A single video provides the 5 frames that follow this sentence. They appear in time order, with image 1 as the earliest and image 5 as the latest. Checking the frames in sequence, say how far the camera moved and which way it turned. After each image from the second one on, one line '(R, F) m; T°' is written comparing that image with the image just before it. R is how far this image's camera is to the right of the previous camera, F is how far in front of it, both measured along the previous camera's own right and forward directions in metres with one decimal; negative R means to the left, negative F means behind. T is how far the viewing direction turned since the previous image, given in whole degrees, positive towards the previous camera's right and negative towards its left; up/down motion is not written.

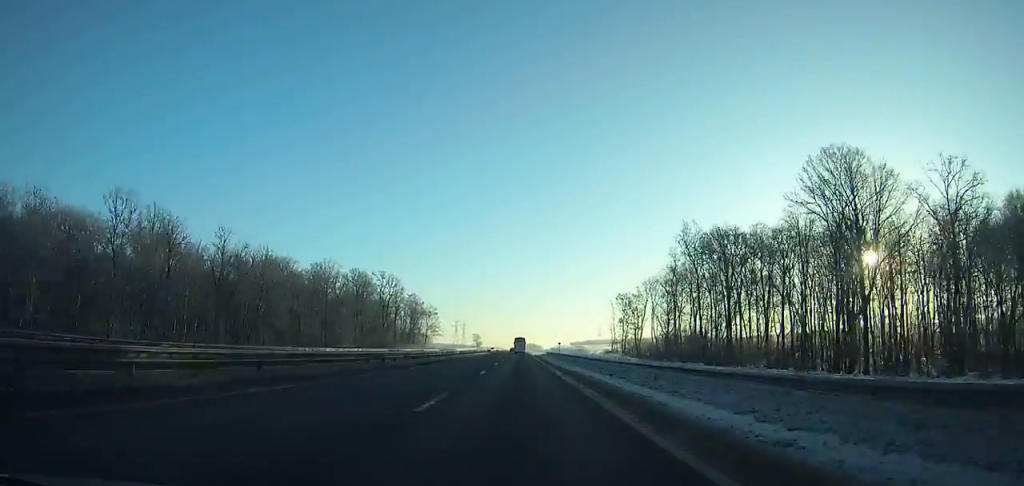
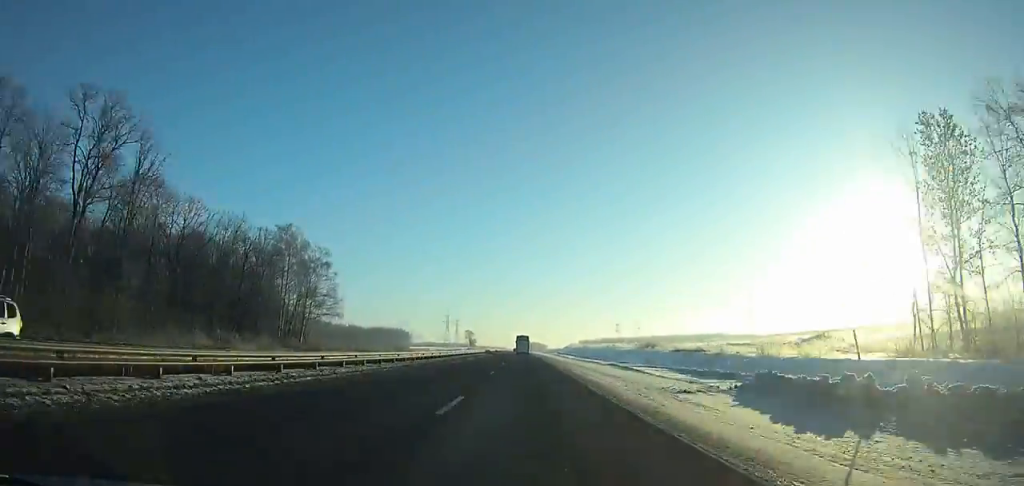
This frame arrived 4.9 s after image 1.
(-0.8, +126.5) m; 0°
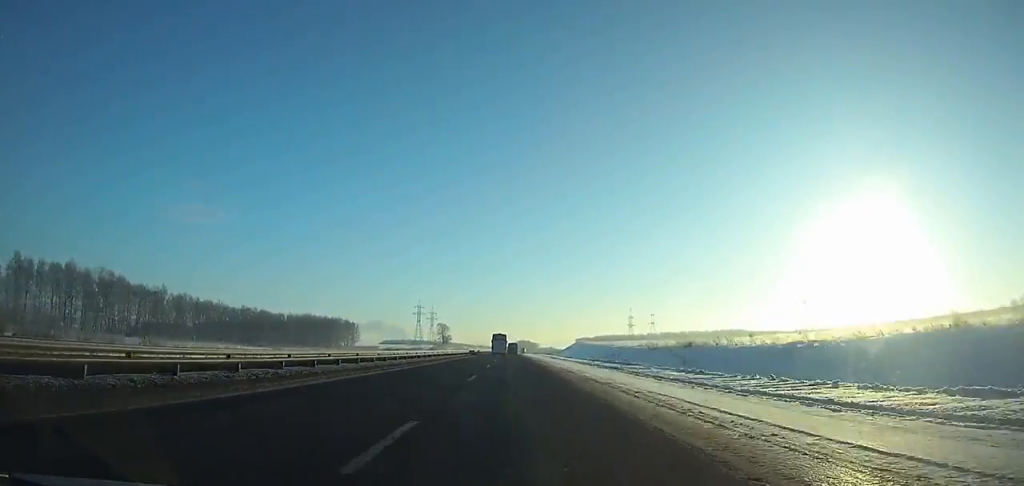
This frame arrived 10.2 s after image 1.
(+1.1, +132.8) m; +1°
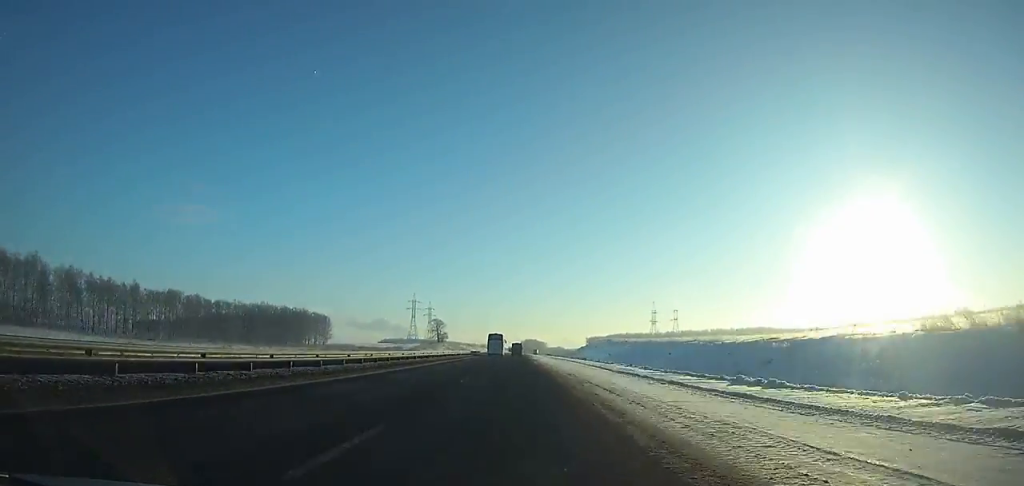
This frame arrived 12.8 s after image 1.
(0.0, +64.1) m; 0°
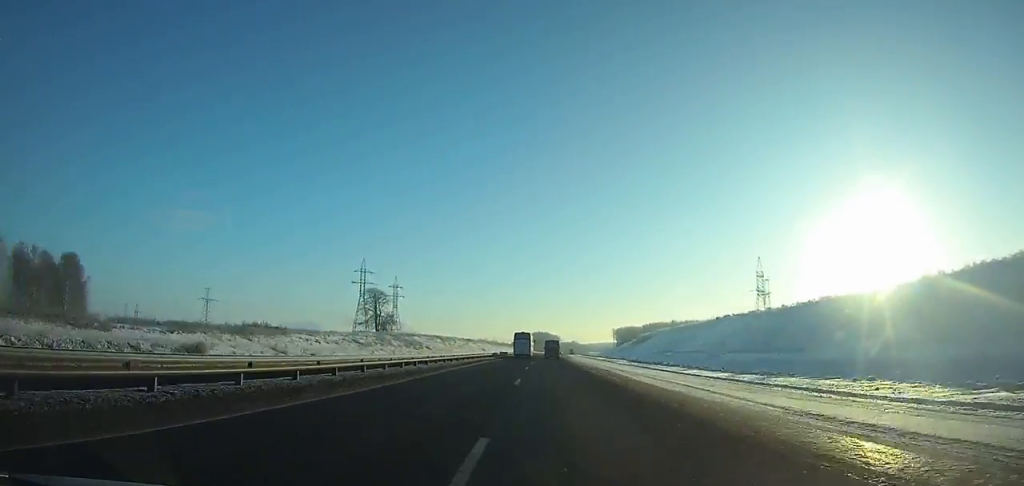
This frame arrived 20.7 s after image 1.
(-0.5, +194.0) m; +1°
